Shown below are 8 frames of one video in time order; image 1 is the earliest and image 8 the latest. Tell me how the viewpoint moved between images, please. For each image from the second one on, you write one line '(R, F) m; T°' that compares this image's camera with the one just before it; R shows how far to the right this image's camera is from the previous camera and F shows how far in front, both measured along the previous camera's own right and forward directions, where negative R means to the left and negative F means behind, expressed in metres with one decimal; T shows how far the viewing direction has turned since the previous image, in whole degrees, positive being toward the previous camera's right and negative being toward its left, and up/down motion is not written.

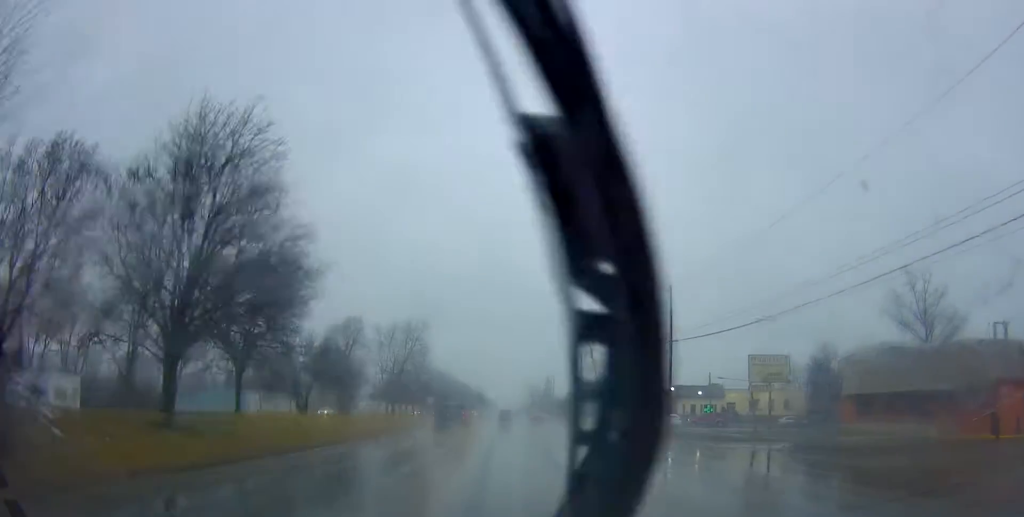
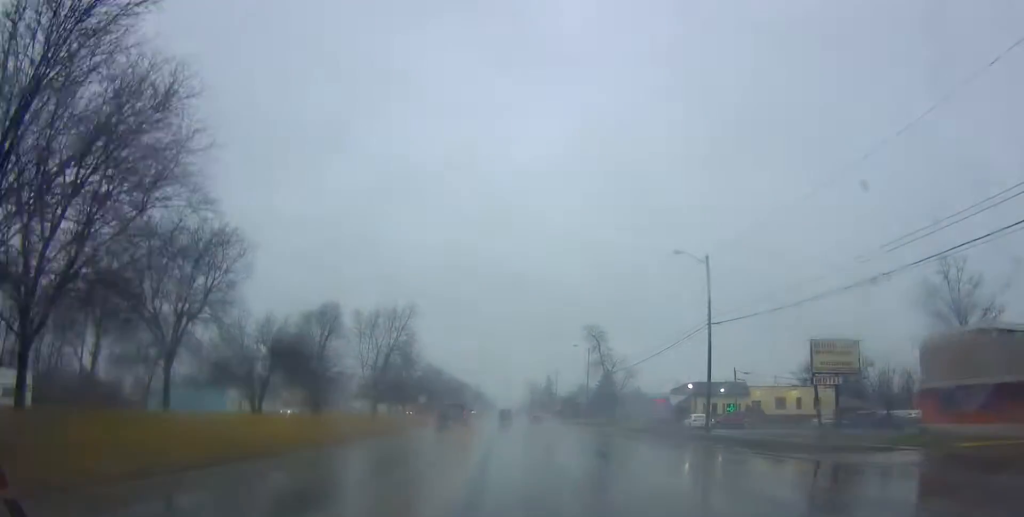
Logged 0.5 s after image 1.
(+0.1, +9.2) m; -1°
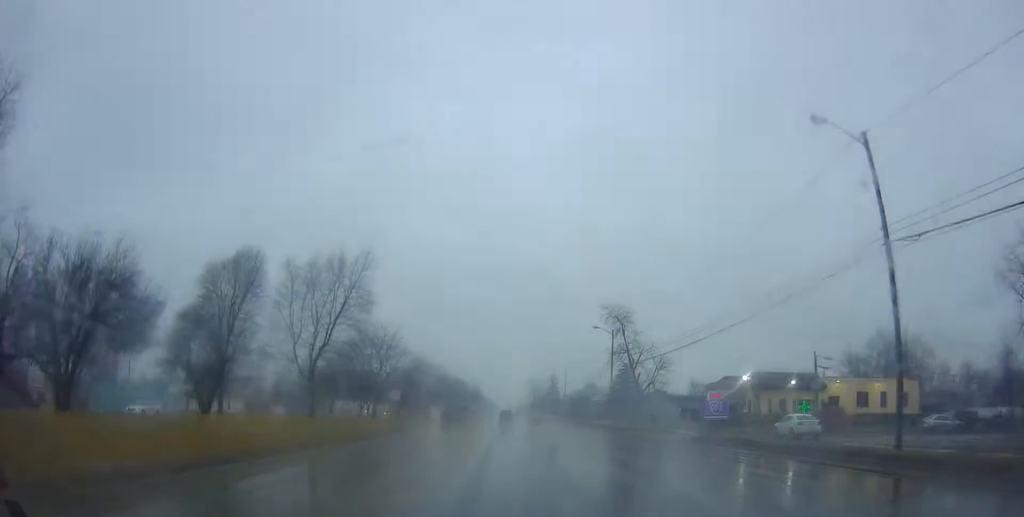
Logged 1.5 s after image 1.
(-0.8, +19.8) m; -3°
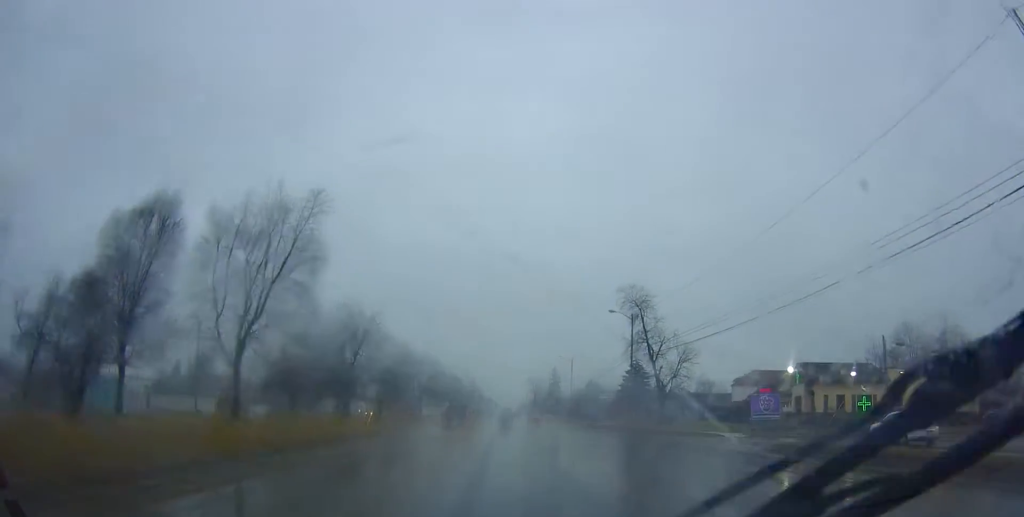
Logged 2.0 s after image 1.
(-0.1, +11.3) m; 0°
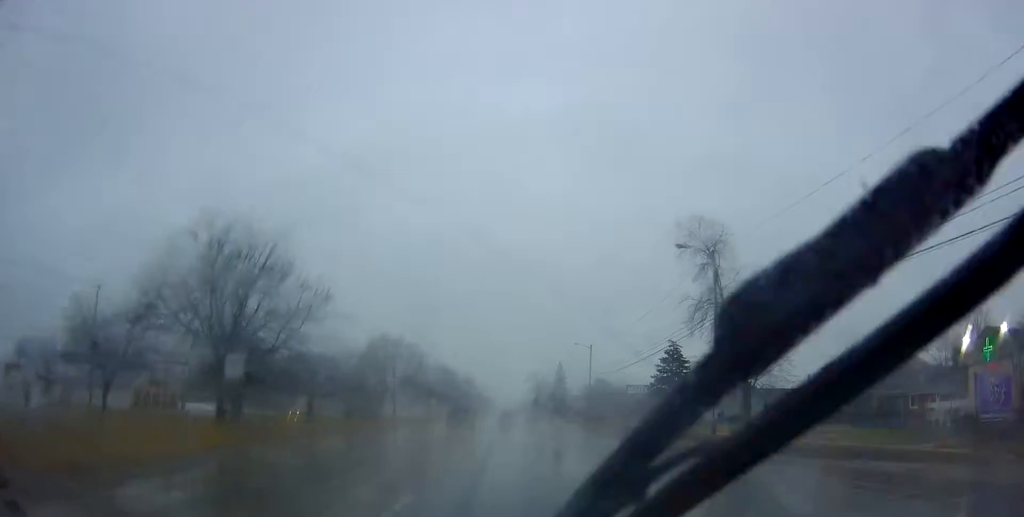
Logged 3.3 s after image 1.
(+0.1, +25.2) m; 0°
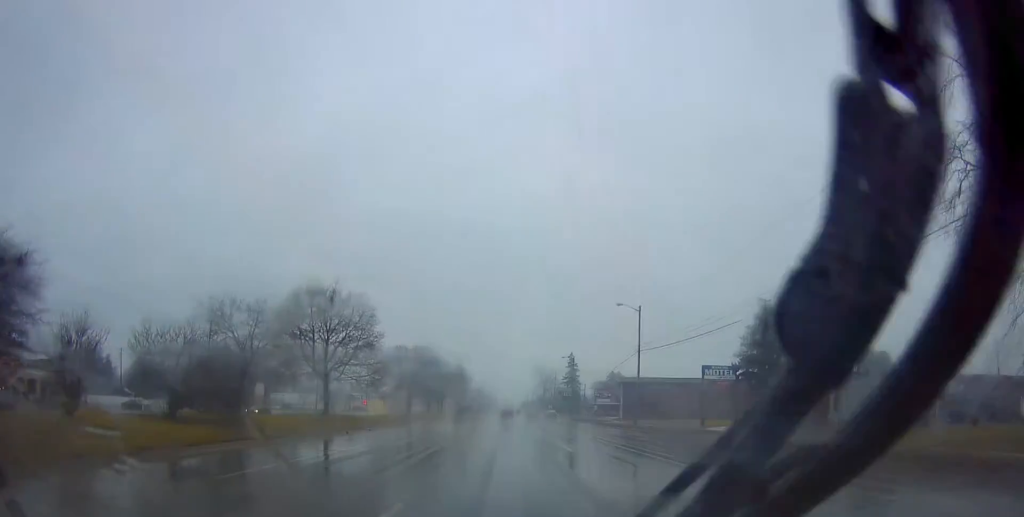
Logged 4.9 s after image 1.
(+0.7, +31.8) m; +2°
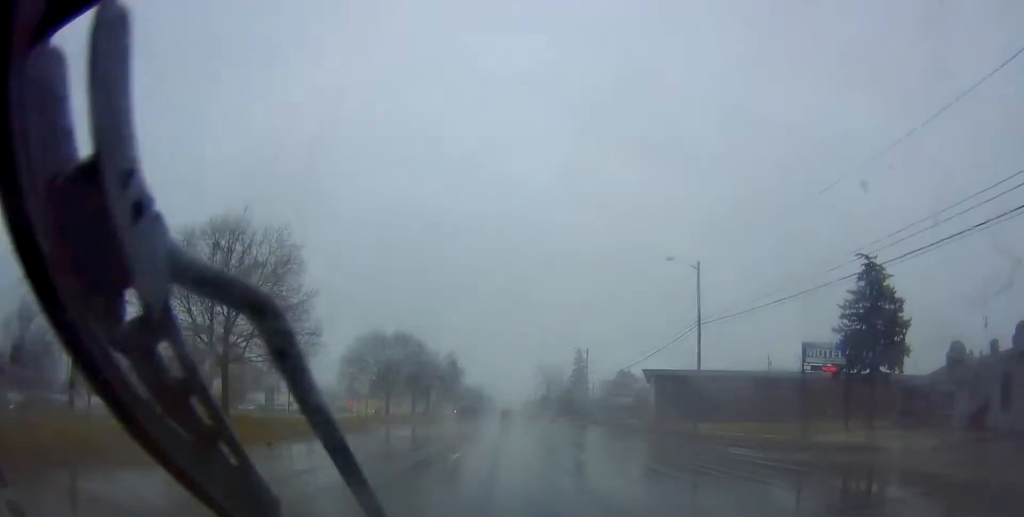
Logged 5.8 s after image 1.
(-0.1, +18.5) m; -1°
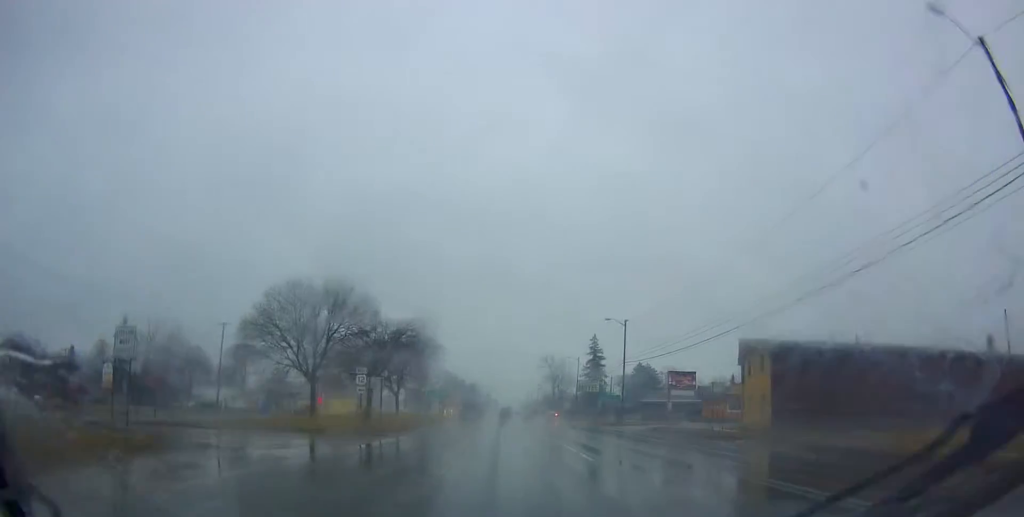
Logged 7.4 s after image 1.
(-0.5, +31.0) m; -1°
